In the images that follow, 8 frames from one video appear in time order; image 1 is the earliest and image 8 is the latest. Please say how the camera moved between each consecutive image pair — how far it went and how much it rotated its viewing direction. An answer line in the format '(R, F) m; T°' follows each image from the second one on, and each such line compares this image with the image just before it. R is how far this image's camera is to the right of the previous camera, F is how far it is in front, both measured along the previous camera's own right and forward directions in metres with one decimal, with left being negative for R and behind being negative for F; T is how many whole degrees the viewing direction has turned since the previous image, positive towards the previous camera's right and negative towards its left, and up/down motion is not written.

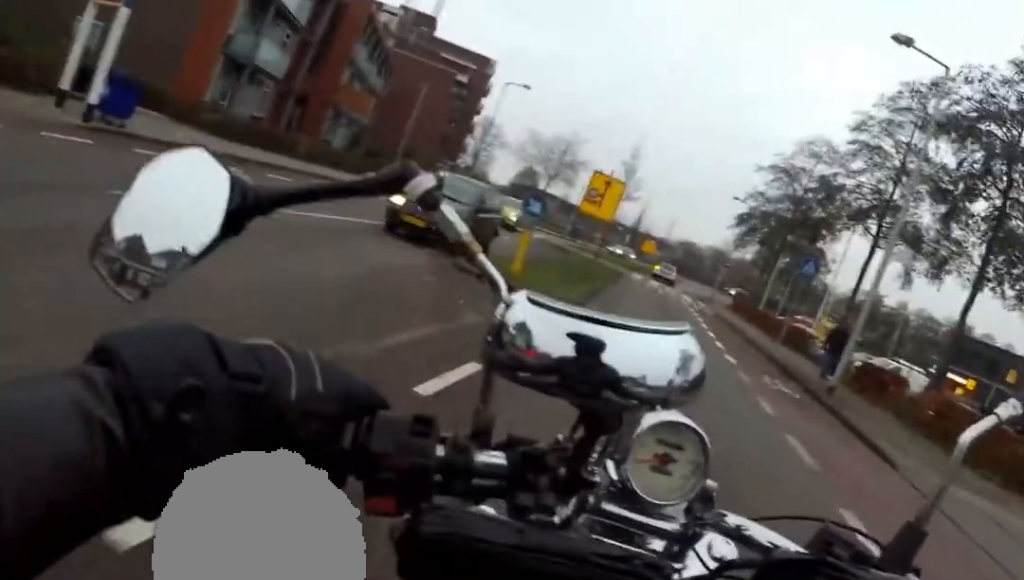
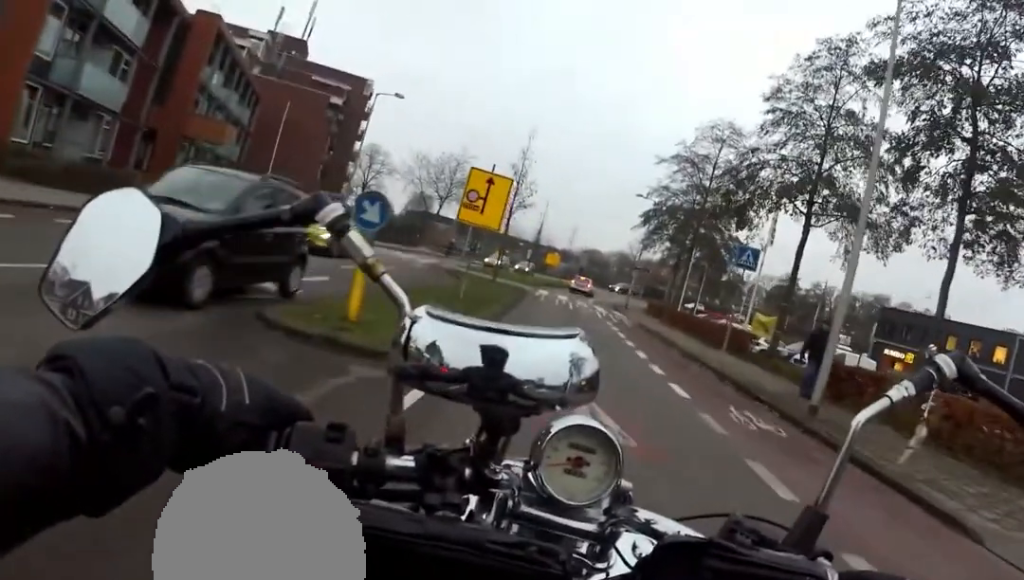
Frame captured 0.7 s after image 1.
(+0.6, +3.8) m; 0°
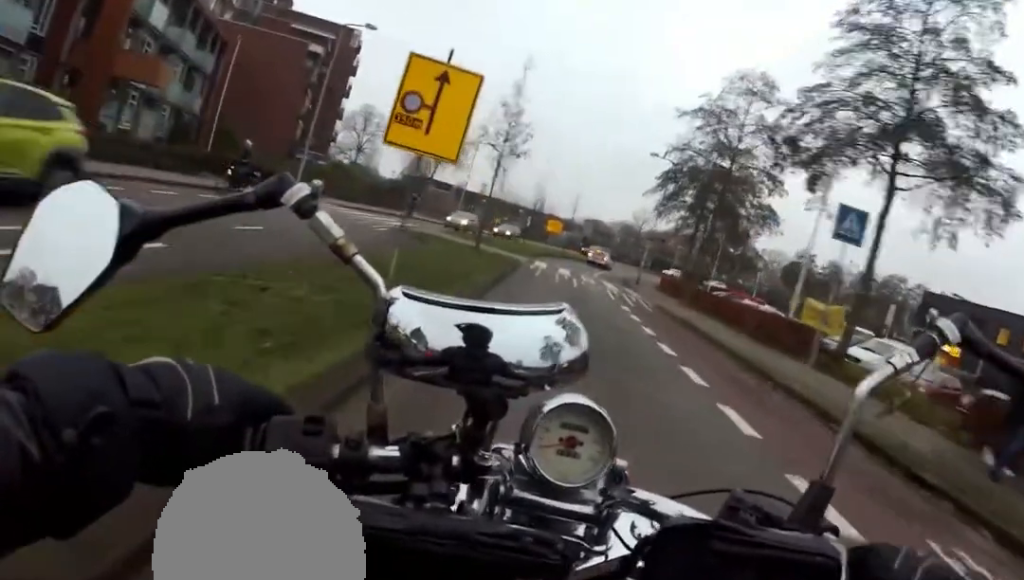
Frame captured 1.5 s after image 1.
(0.0, +4.6) m; -2°
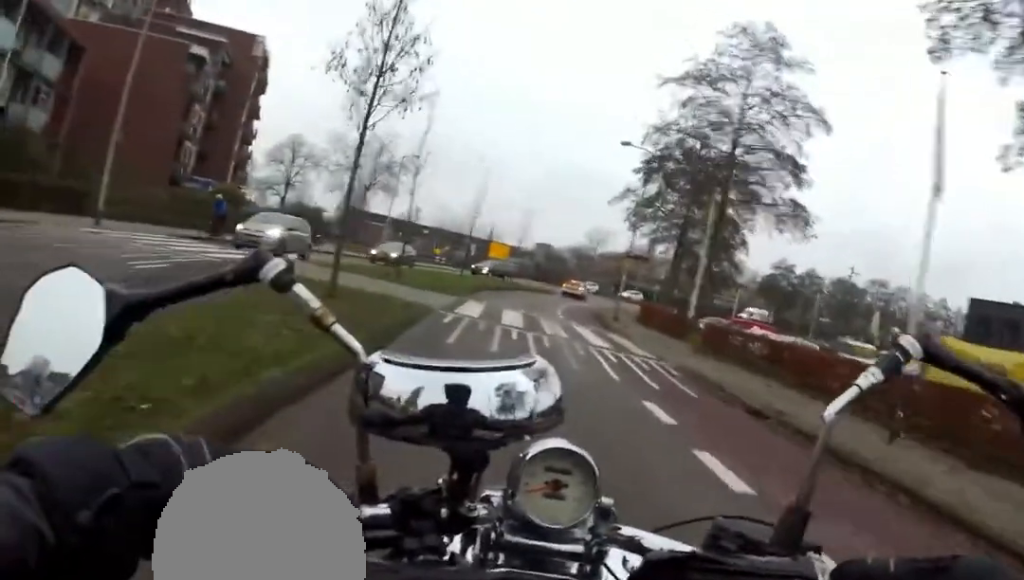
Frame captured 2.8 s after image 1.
(-0.2, +8.9) m; -3°
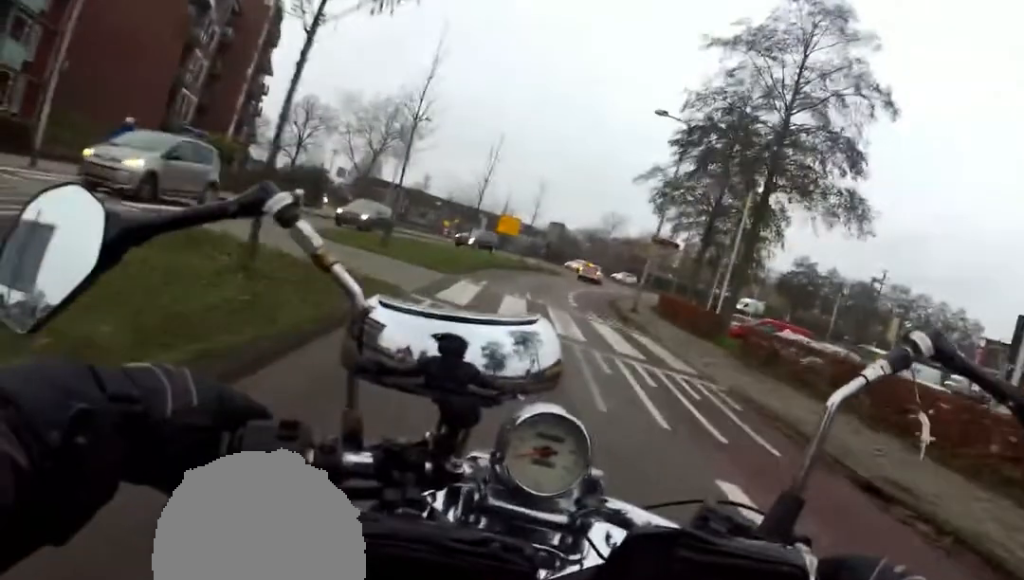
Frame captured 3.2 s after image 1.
(+0.3, +3.5) m; -1°
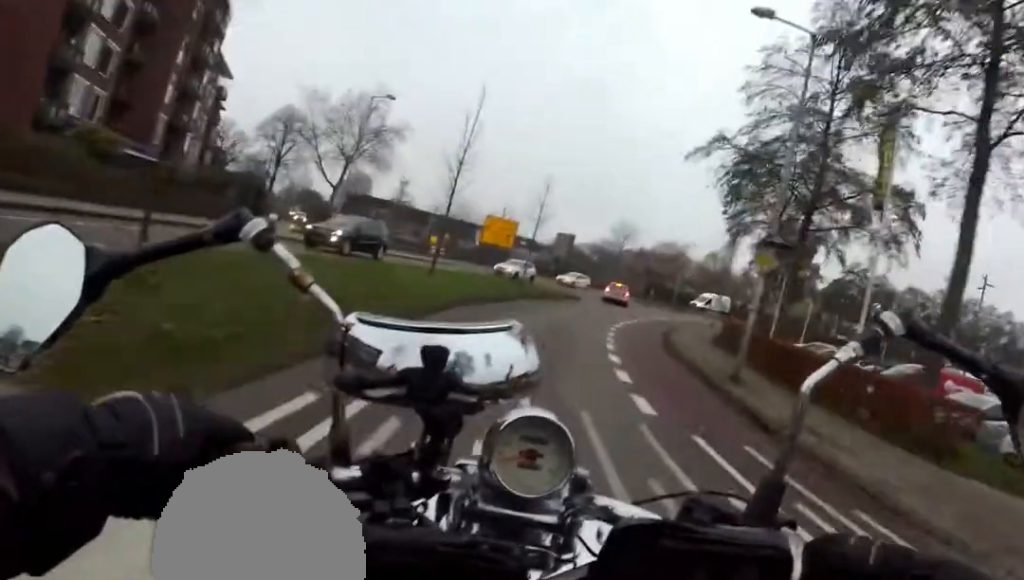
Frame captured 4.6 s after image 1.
(-0.4, +10.7) m; +2°
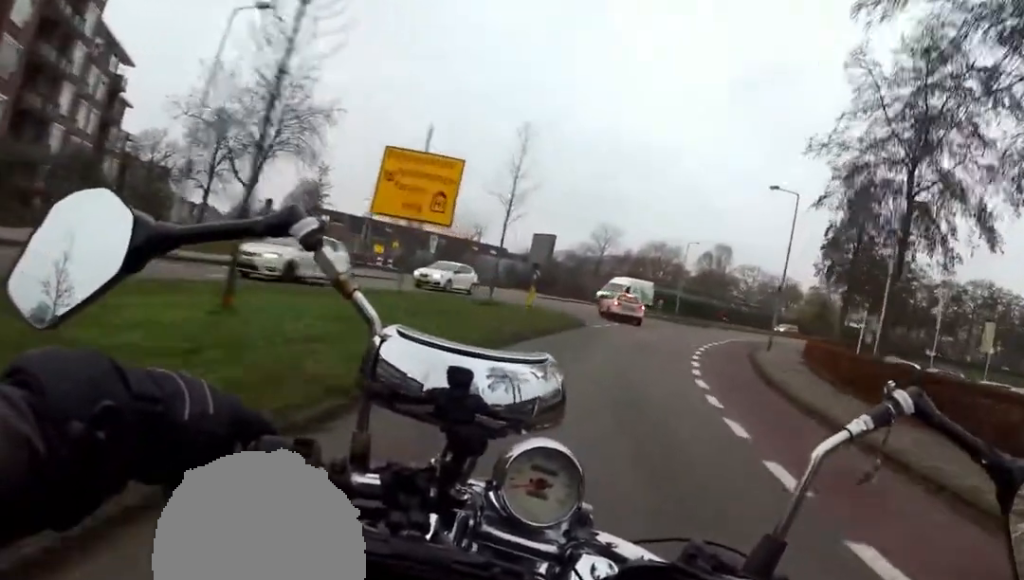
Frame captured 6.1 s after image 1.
(-0.6, +11.4) m; -1°
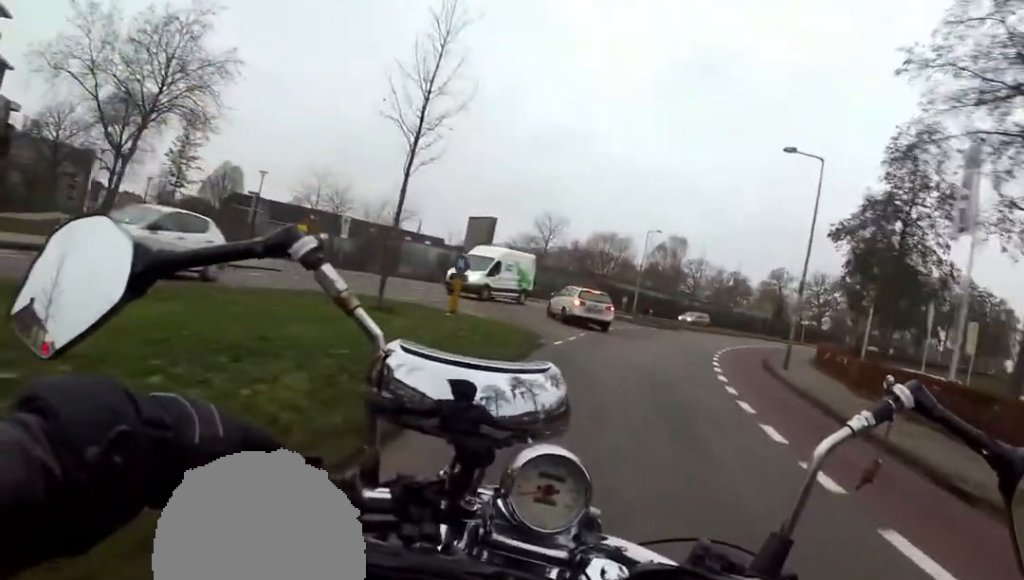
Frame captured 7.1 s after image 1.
(+1.2, +6.3) m; +12°
